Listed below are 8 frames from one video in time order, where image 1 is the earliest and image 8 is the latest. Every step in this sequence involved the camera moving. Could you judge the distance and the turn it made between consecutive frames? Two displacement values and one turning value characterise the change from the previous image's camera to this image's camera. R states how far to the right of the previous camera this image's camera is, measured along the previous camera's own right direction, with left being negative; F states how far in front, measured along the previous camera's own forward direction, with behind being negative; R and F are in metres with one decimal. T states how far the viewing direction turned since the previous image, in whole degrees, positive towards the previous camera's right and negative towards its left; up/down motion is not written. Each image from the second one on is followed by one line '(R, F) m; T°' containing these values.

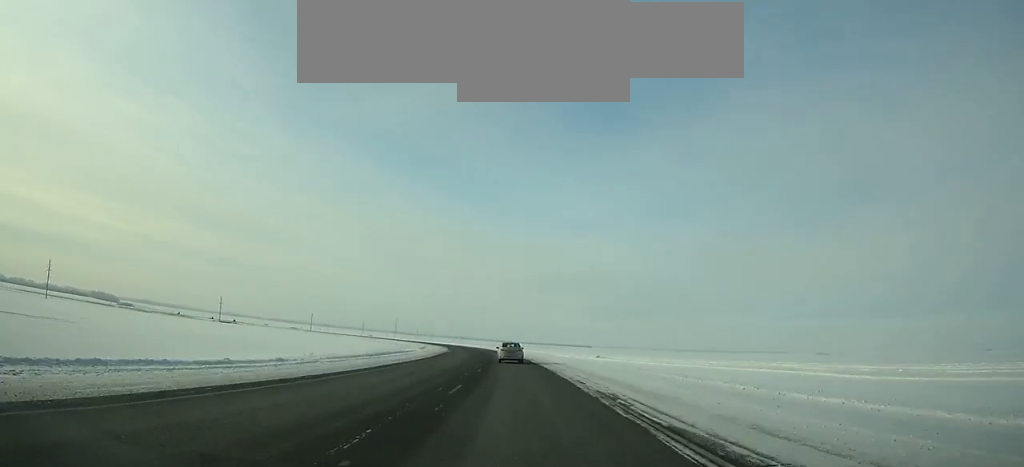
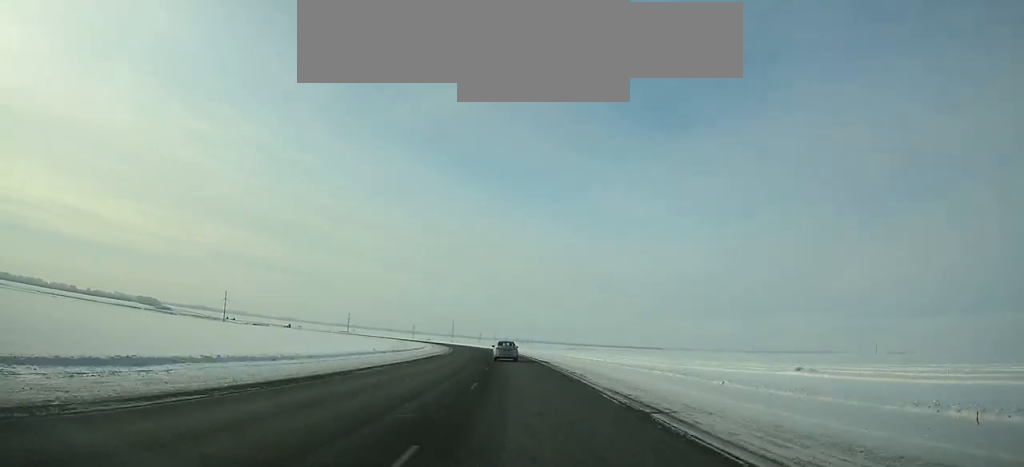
(-4.8, +93.4) m; -6°
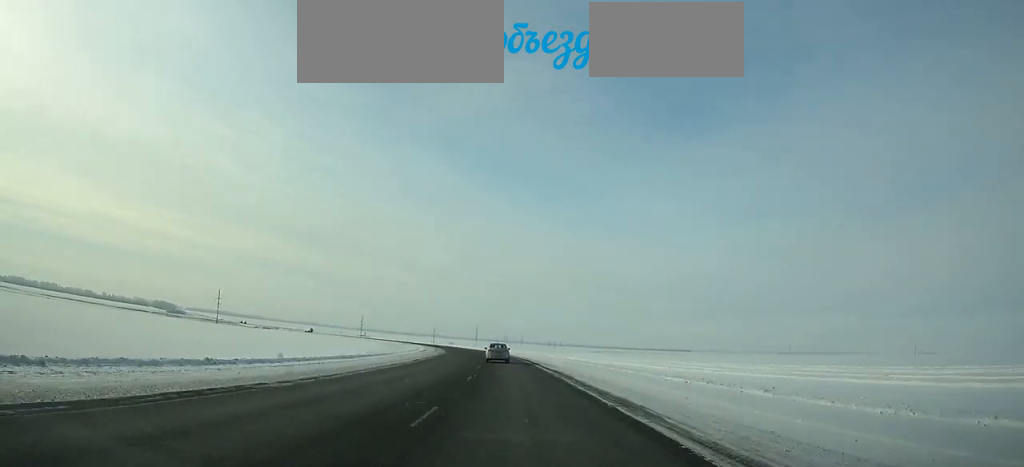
(-1.9, +43.2) m; -3°
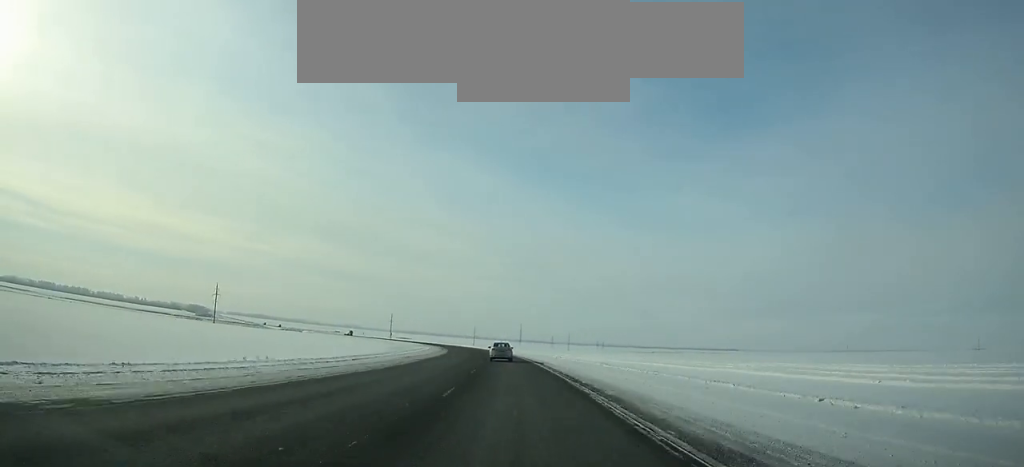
(-1.3, +54.2) m; -4°
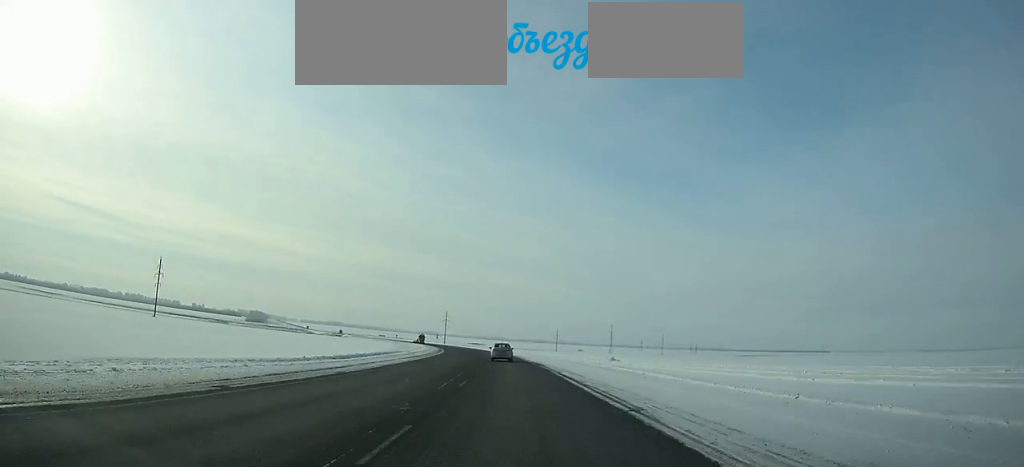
(-8.7, +114.6) m; -8°
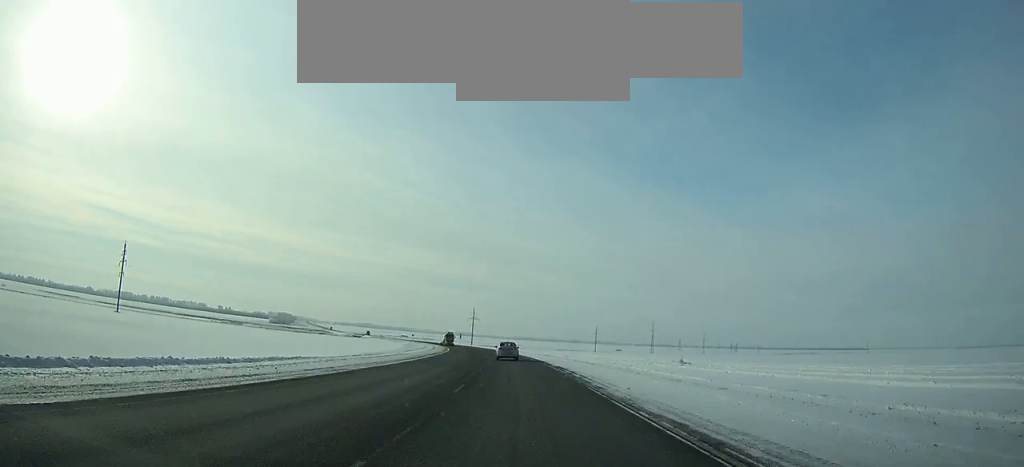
(+0.1, +38.5) m; -3°
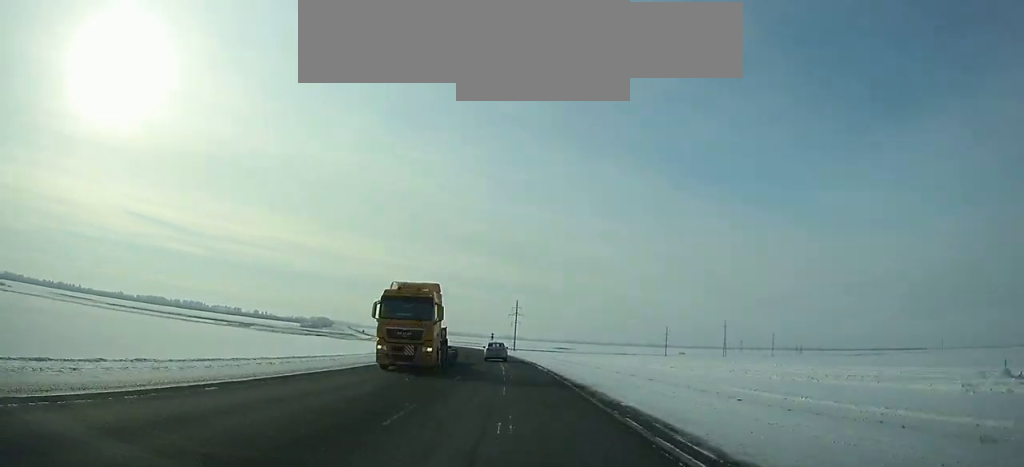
(-3.7, +77.2) m; -6°
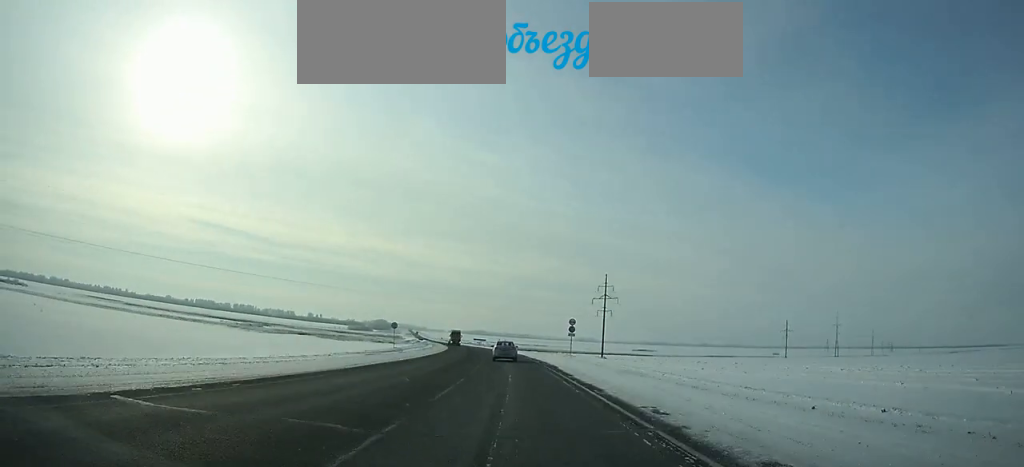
(-5.0, +88.1) m; -6°
